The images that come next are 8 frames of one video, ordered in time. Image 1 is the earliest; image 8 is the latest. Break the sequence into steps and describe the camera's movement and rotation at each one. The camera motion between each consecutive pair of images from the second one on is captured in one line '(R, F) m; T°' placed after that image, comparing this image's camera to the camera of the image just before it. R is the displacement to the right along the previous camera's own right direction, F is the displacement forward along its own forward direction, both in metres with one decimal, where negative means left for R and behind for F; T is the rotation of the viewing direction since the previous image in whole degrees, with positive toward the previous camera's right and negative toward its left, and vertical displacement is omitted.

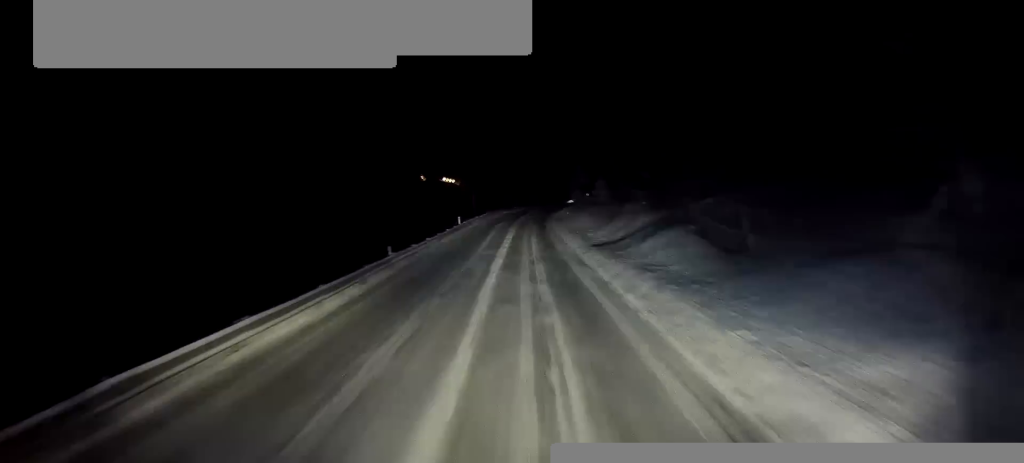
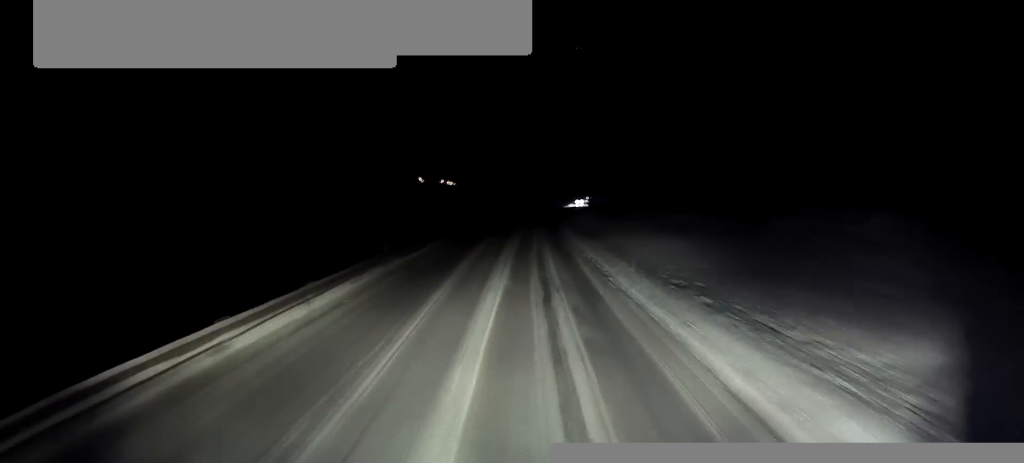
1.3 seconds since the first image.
(+0.3, +24.2) m; +2°
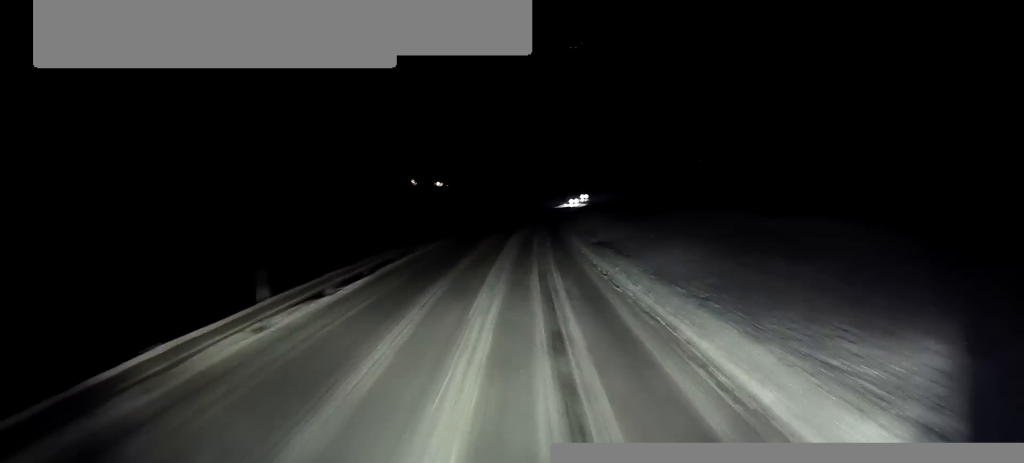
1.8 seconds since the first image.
(+0.1, +10.1) m; +1°
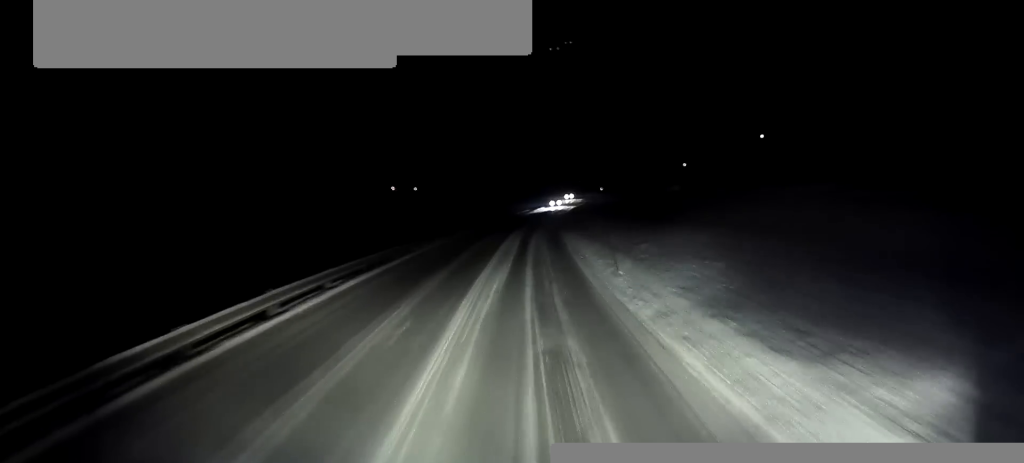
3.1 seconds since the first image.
(+0.3, +25.1) m; +1°
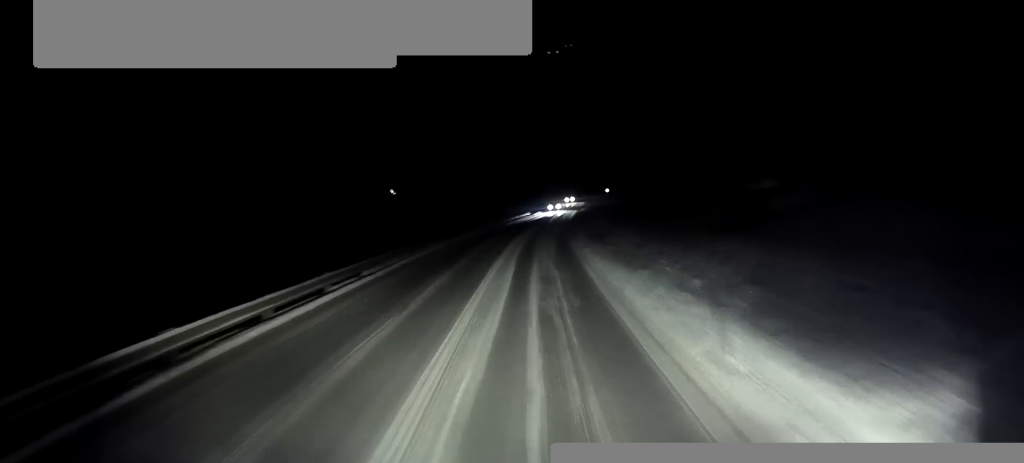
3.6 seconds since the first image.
(0.0, +8.2) m; 0°
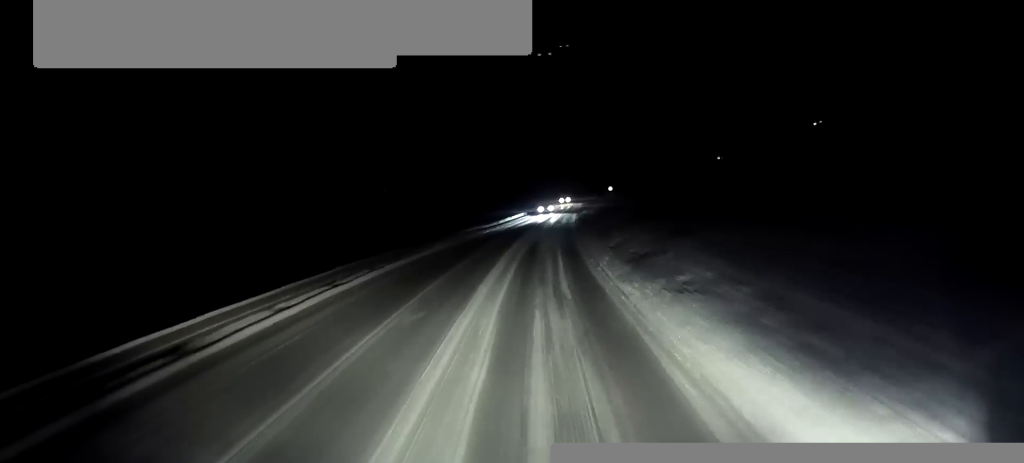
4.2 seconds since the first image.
(0.0, +11.4) m; +1°
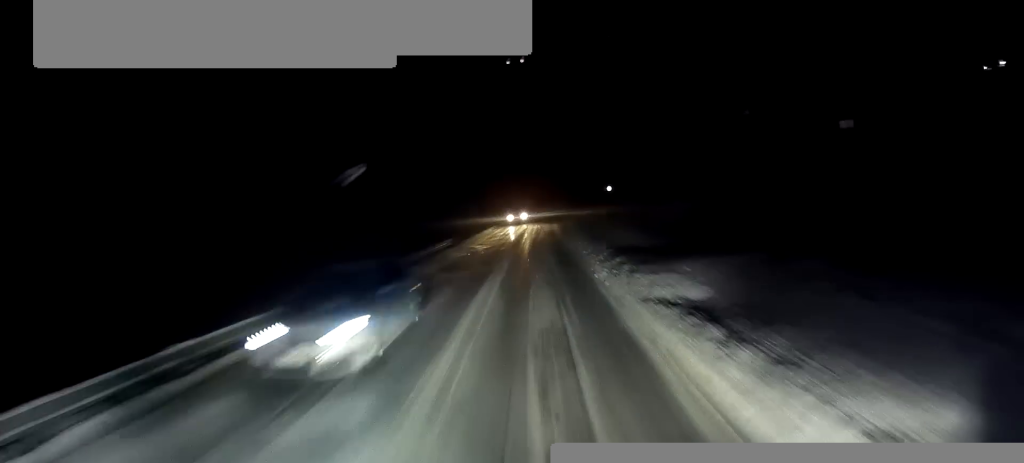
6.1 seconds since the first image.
(+1.5, +36.5) m; +3°
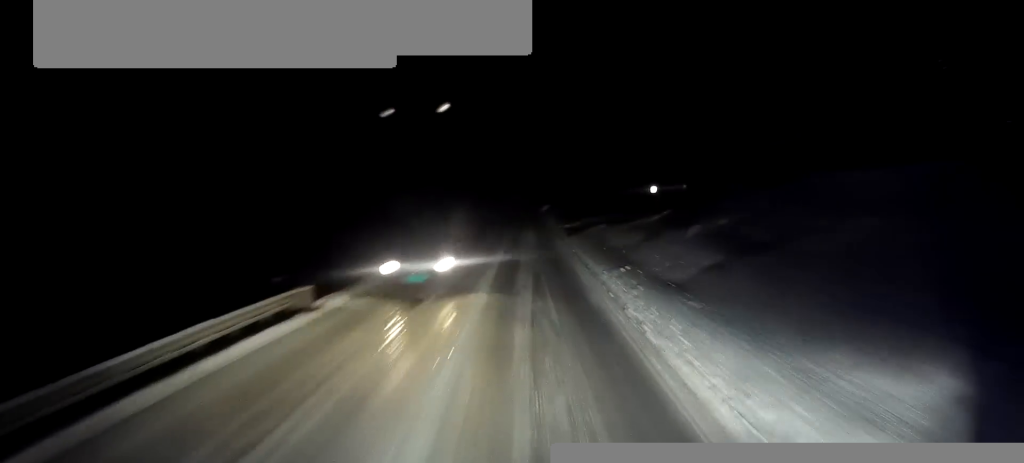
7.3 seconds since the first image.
(0.0, +23.0) m; +1°
